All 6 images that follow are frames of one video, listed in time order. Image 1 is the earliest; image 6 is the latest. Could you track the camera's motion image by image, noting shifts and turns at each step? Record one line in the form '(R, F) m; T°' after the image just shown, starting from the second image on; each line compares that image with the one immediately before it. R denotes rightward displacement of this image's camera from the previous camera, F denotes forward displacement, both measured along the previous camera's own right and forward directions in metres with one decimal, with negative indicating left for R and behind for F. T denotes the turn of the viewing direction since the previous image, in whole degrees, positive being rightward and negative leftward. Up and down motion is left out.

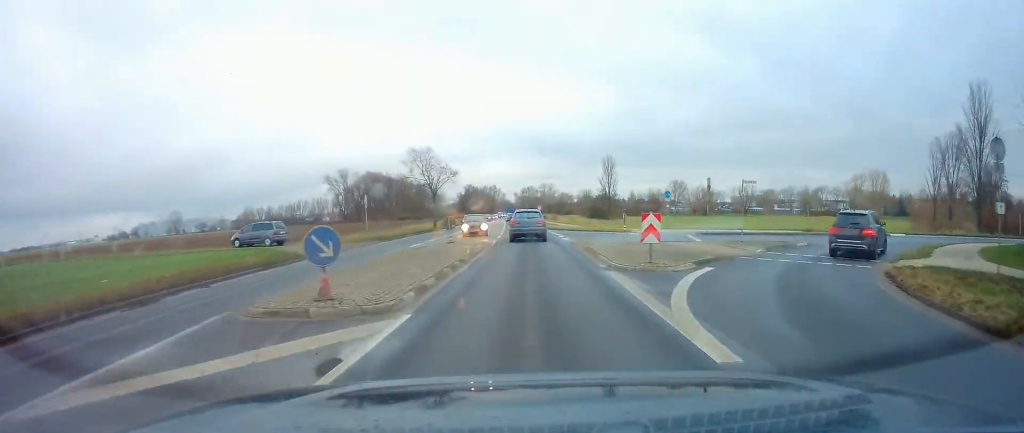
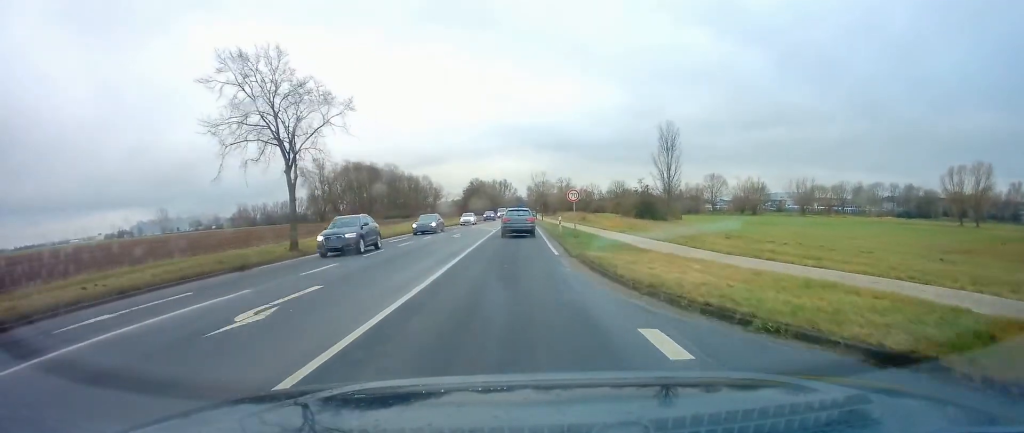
(0.0, +43.6) m; -1°
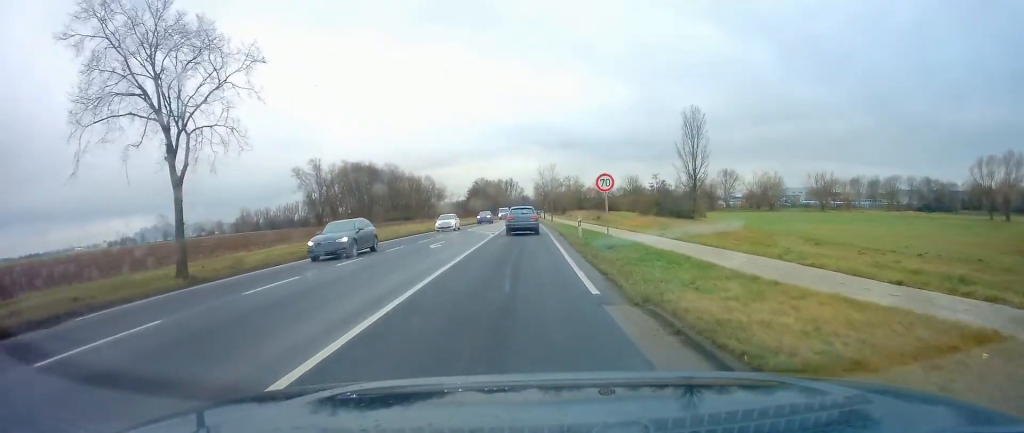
(+0.1, +9.6) m; -1°
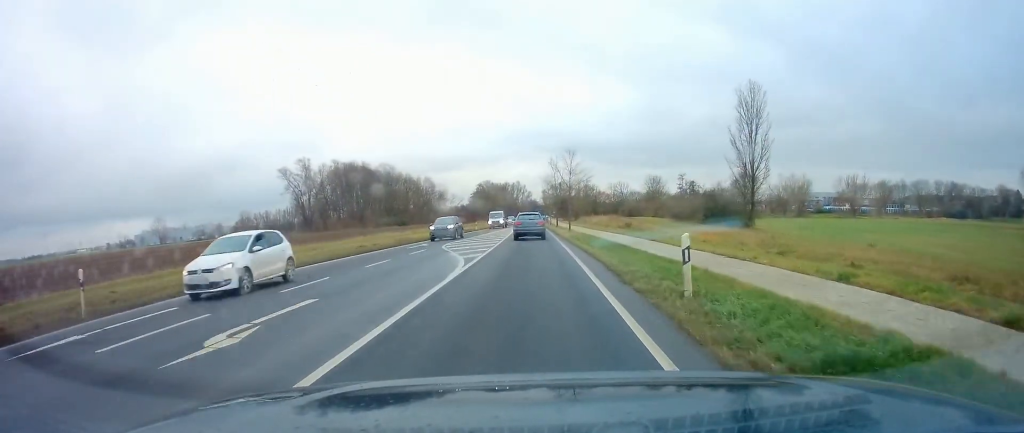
(-0.5, +16.8) m; -2°
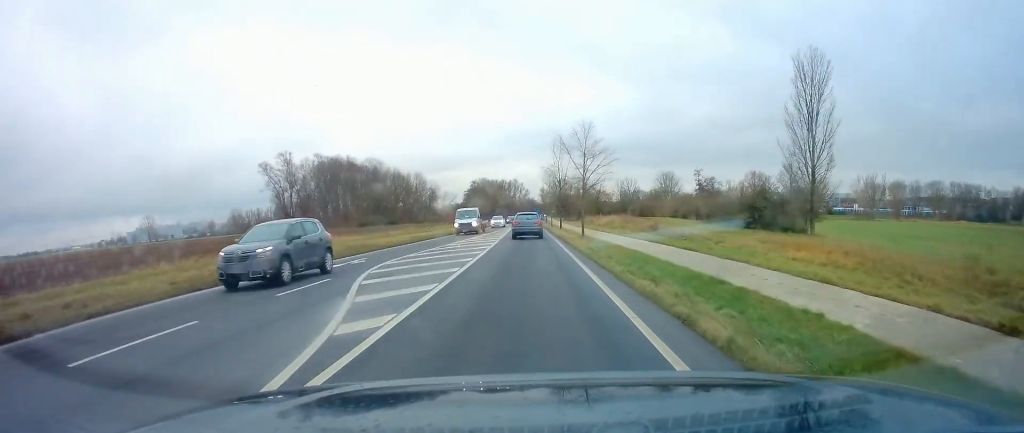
(0.0, +12.9) m; +1°
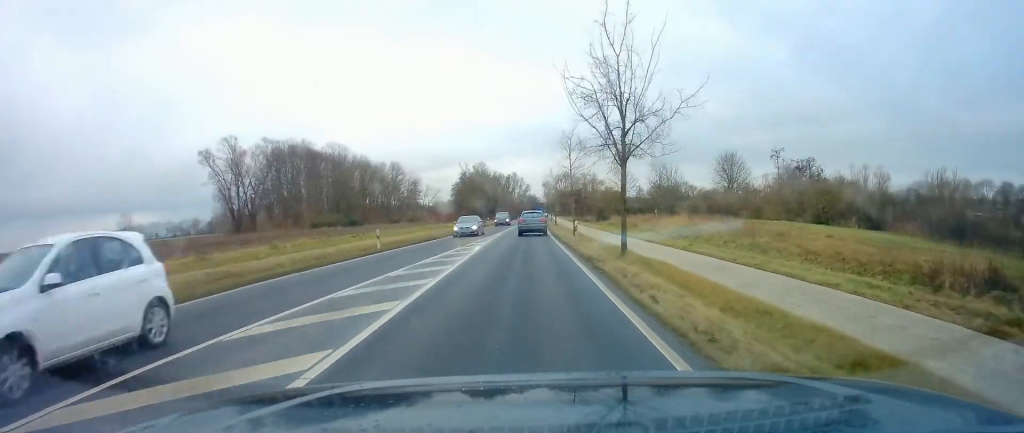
(+0.4, +33.7) m; 0°
